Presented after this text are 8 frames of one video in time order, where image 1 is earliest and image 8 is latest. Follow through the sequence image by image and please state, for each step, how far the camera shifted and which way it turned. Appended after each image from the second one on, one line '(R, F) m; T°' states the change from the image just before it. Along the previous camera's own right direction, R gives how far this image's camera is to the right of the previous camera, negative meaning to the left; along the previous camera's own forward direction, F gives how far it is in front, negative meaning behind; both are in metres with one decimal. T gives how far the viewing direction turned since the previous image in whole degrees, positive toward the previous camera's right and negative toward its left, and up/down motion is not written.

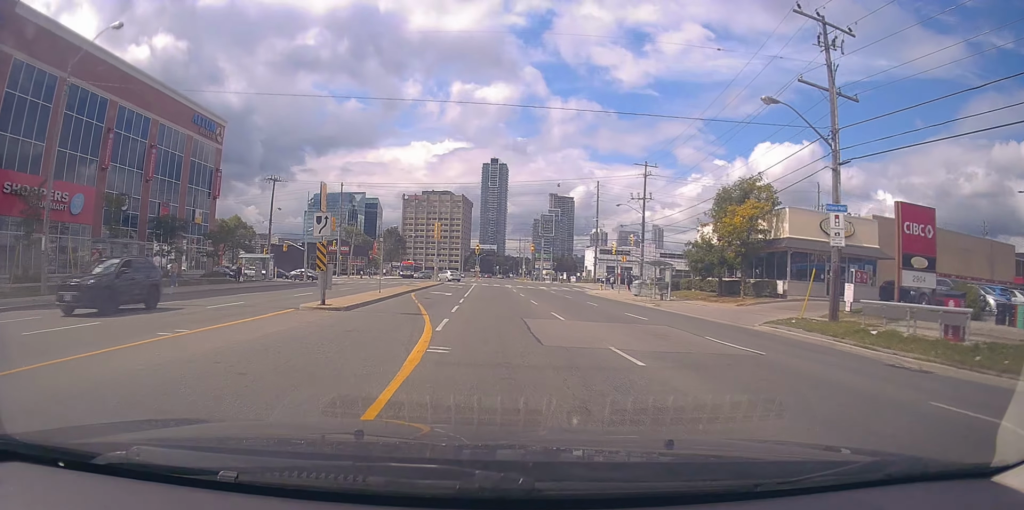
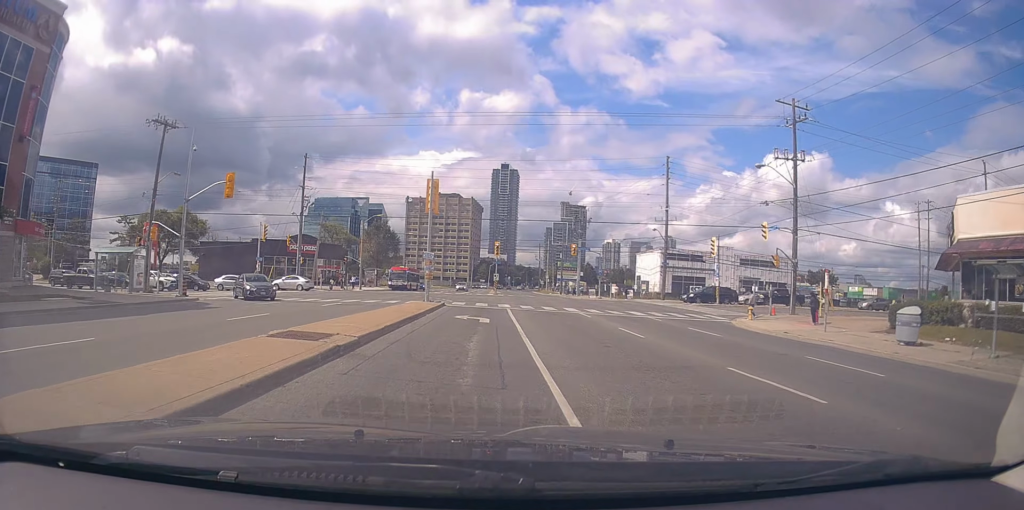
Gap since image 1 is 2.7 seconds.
(-1.1, +30.7) m; -4°
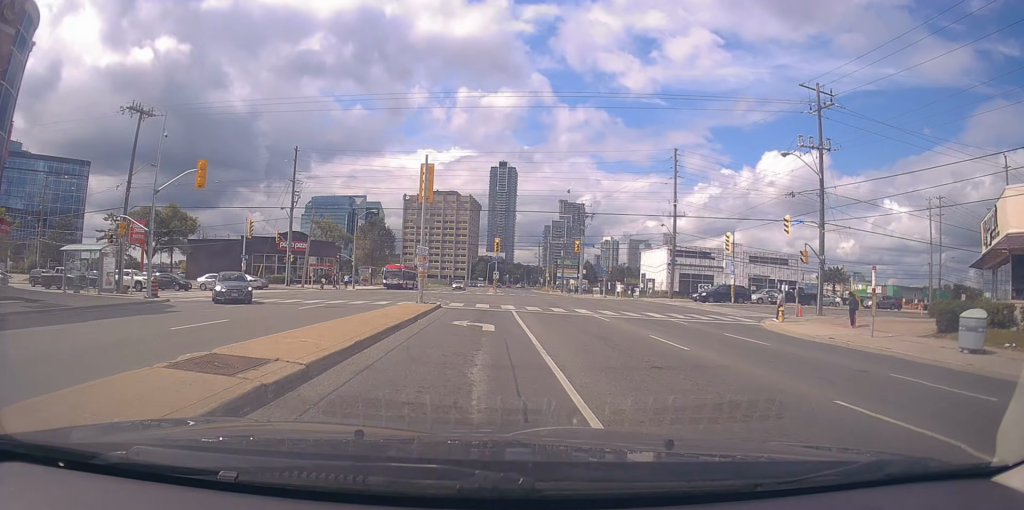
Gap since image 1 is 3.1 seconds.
(0.0, +3.7) m; 0°
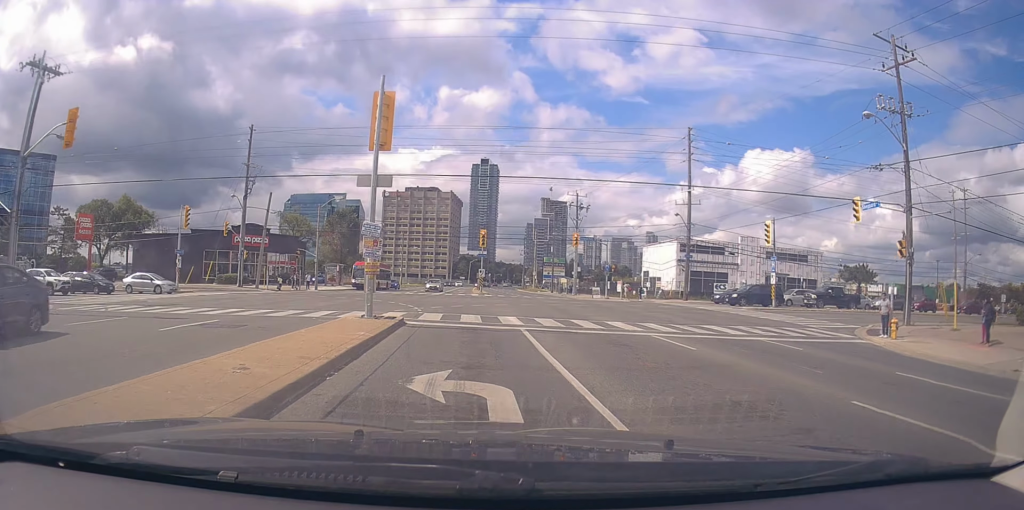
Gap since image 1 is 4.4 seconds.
(+0.2, +9.9) m; +5°
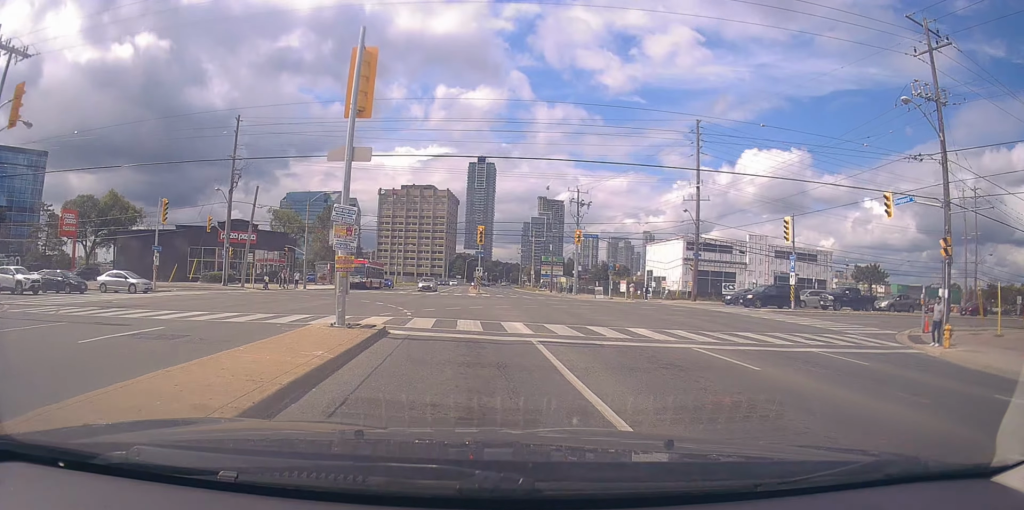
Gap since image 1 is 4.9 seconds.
(+0.3, +3.2) m; +1°
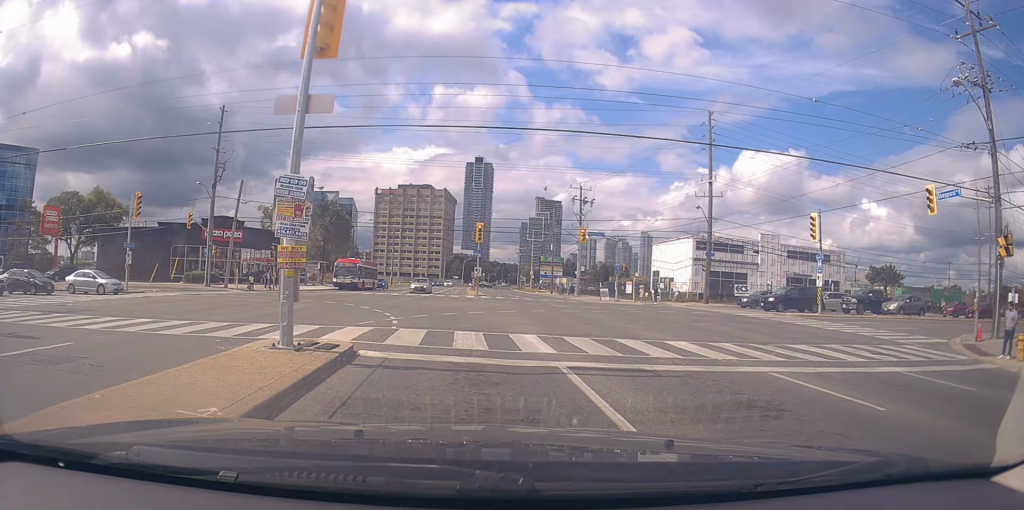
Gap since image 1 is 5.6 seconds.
(-0.1, +3.7) m; -2°
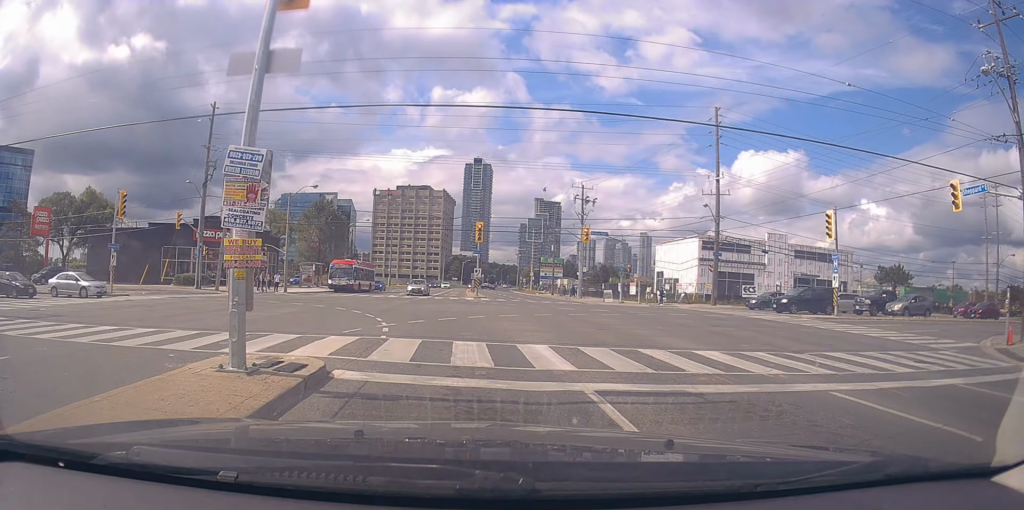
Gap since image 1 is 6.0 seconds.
(-0.1, +2.2) m; -3°
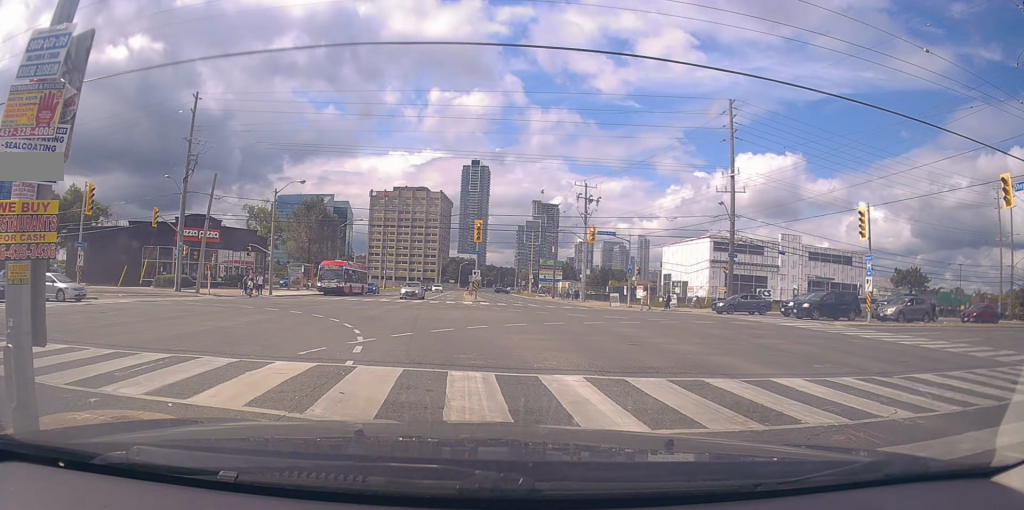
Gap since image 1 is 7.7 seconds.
(+0.2, +4.0) m; +5°
